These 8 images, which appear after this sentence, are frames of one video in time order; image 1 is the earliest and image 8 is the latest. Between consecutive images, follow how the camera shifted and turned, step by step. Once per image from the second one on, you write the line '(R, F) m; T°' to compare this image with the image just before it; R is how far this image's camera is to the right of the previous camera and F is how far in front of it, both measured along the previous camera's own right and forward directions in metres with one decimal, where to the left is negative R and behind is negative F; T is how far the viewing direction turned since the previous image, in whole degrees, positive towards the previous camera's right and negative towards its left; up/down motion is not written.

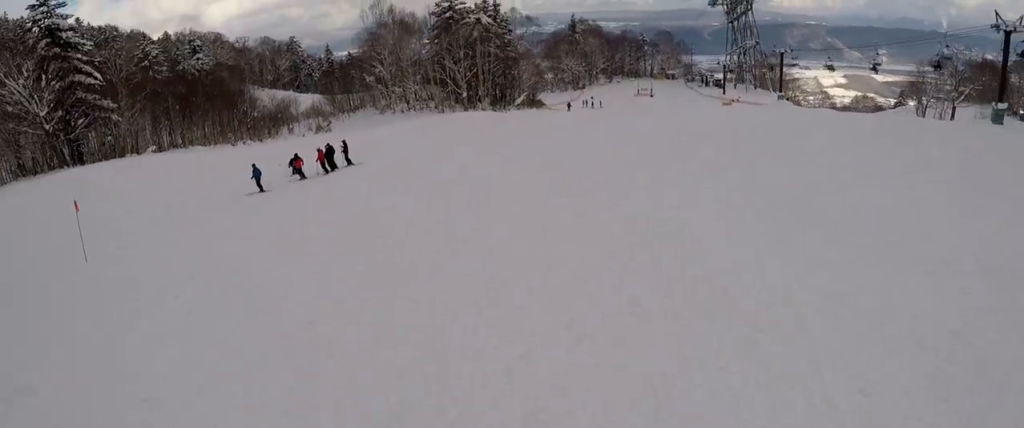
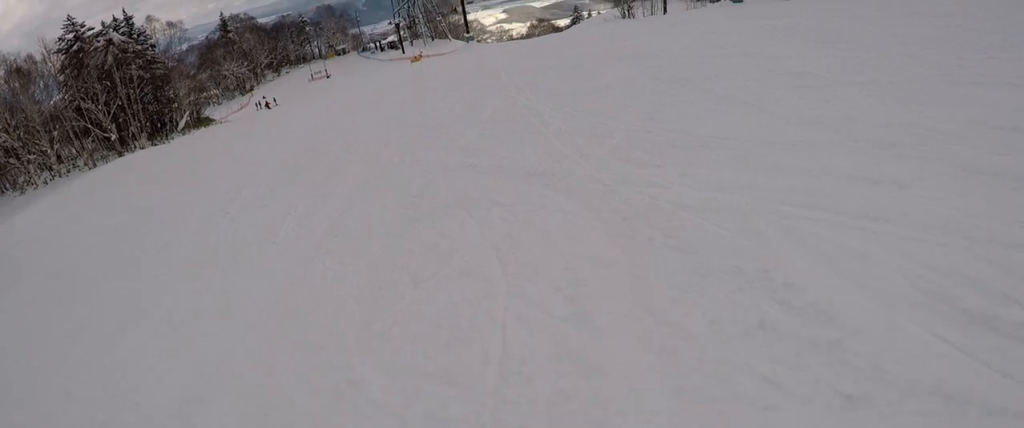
(+2.6, +10.0) m; +30°
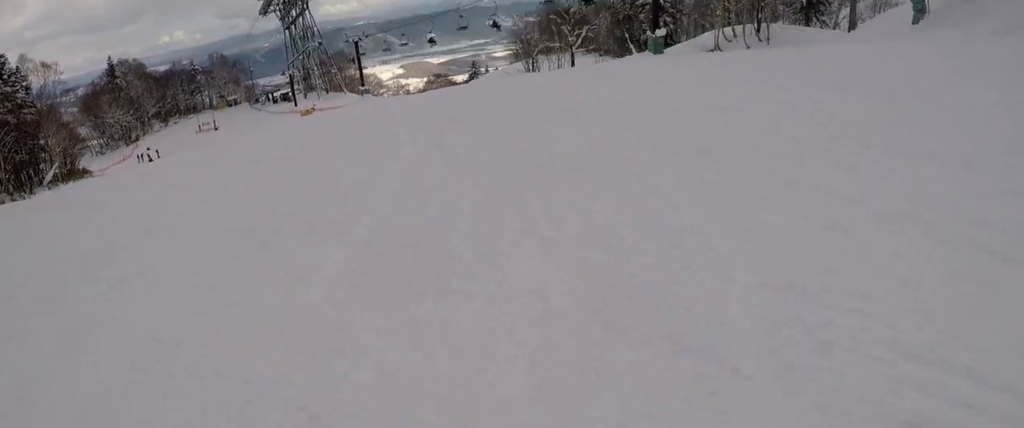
(+0.7, +4.8) m; +11°
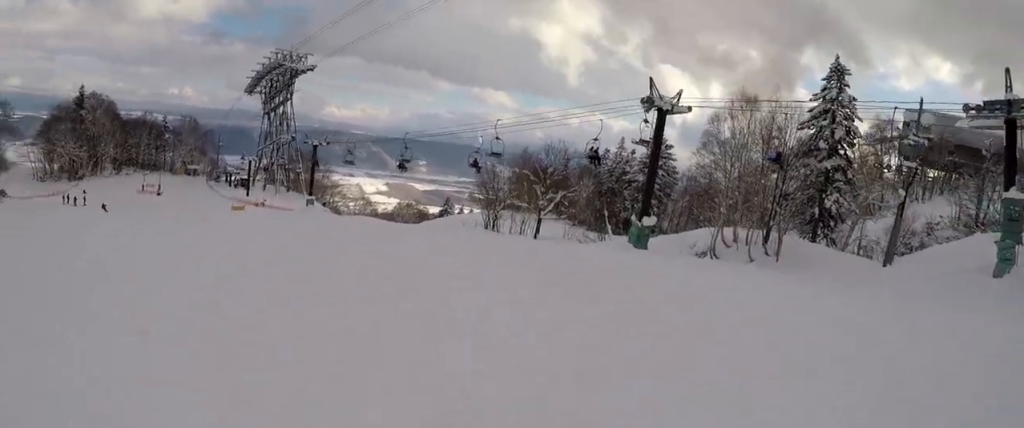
(+0.5, +10.9) m; -15°
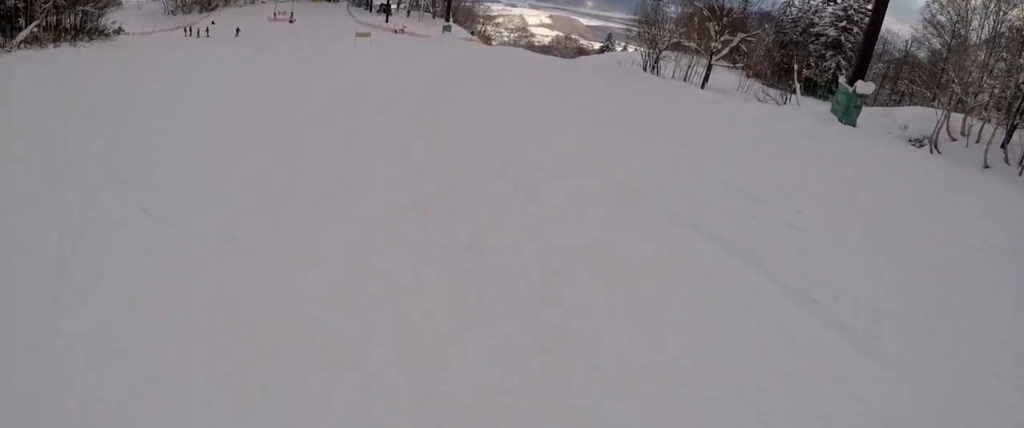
(-2.4, +8.0) m; -32°
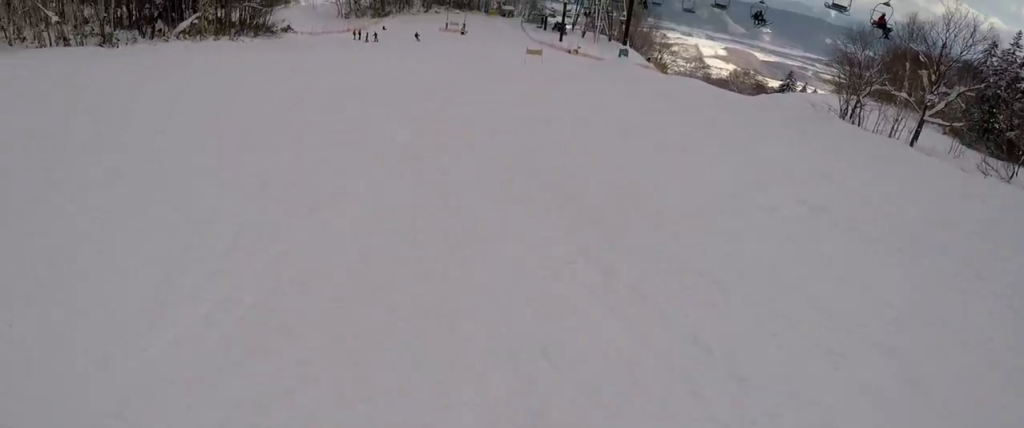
(-0.6, +4.3) m; -20°
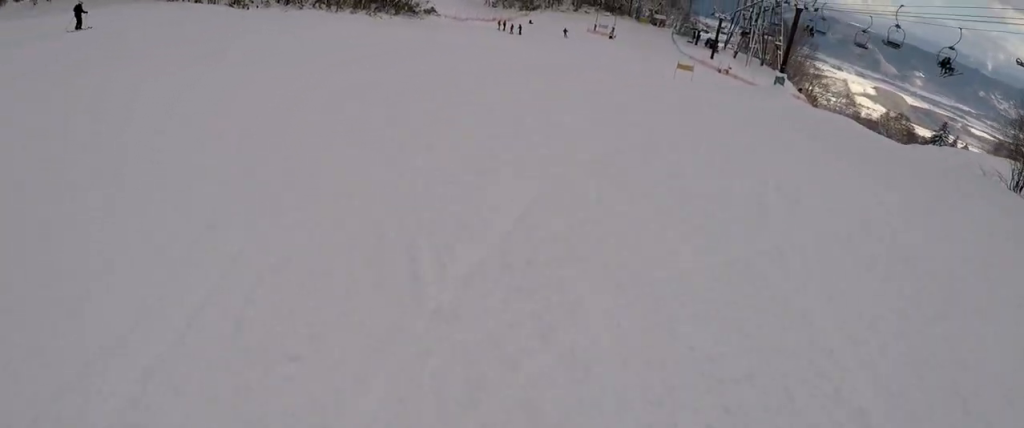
(-0.5, +2.6) m; -15°
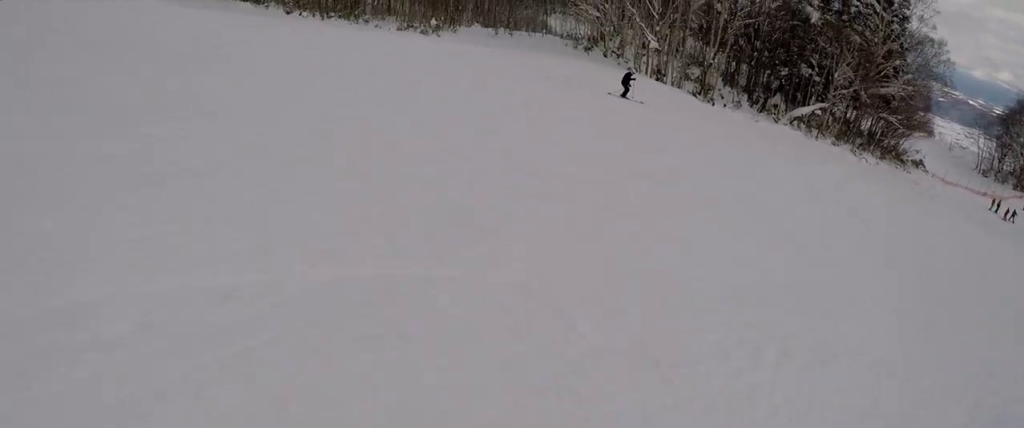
(-3.0, +6.5) m; -41°
